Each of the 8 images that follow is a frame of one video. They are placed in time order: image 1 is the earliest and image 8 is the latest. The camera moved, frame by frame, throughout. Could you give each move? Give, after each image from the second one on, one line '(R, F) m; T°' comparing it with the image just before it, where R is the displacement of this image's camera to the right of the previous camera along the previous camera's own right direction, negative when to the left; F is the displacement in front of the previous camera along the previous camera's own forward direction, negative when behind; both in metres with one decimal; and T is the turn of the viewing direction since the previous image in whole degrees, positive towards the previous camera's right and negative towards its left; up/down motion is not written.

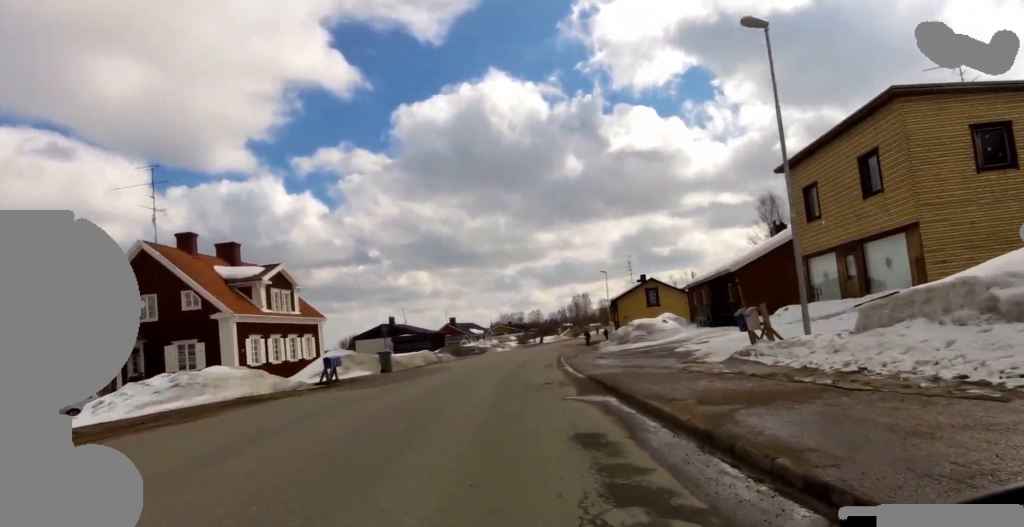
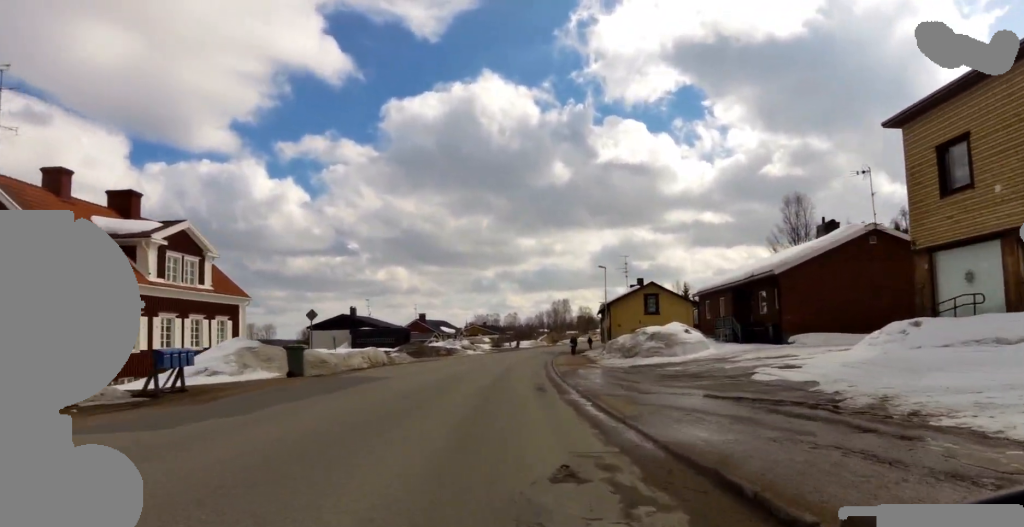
(0.0, +9.5) m; 0°
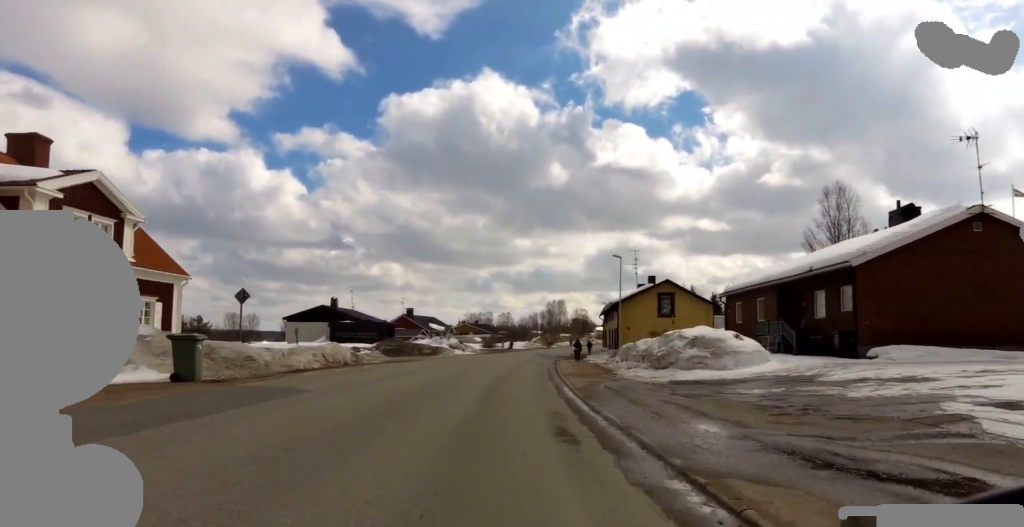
(0.0, +6.9) m; 0°
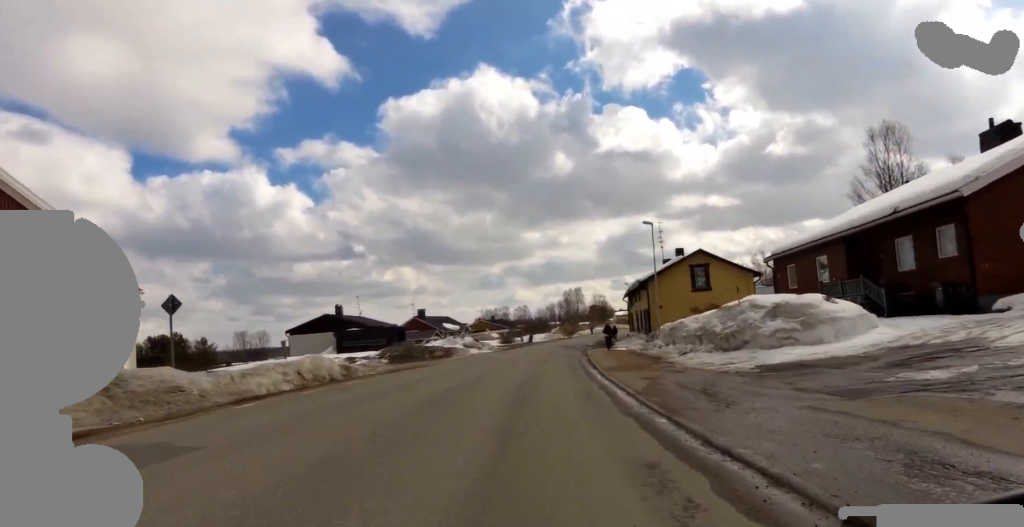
(0.0, +5.2) m; 0°
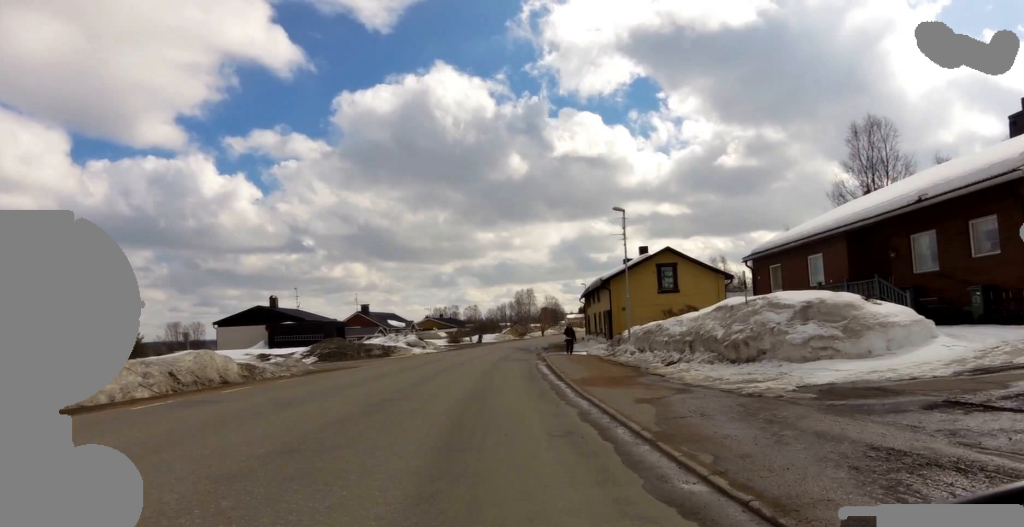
(0.0, +4.3) m; 0°
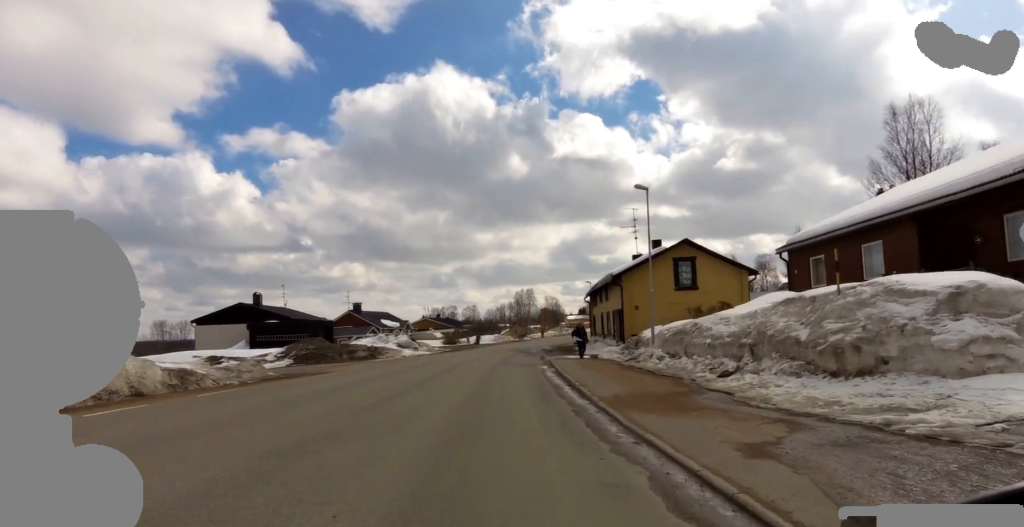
(0.0, +4.0) m; 0°
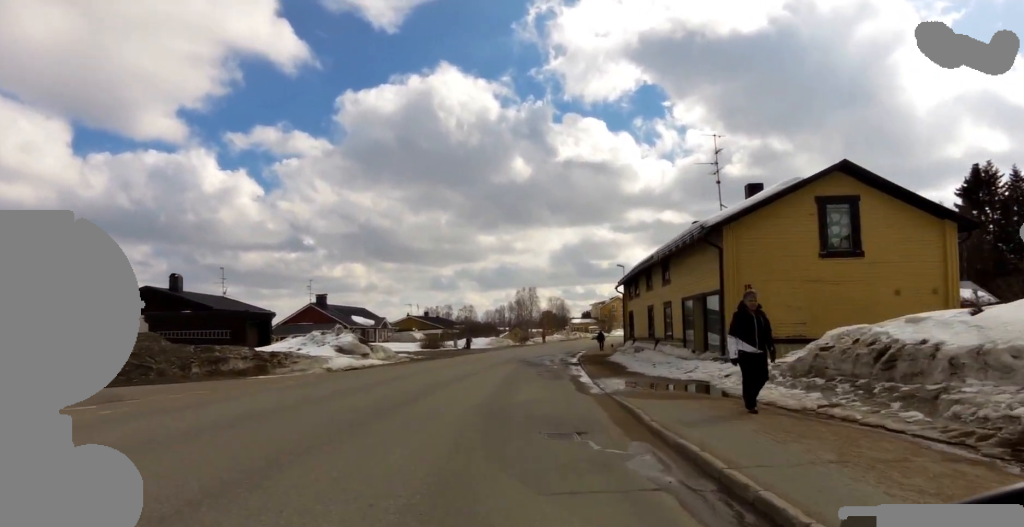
(0.0, +16.5) m; +2°
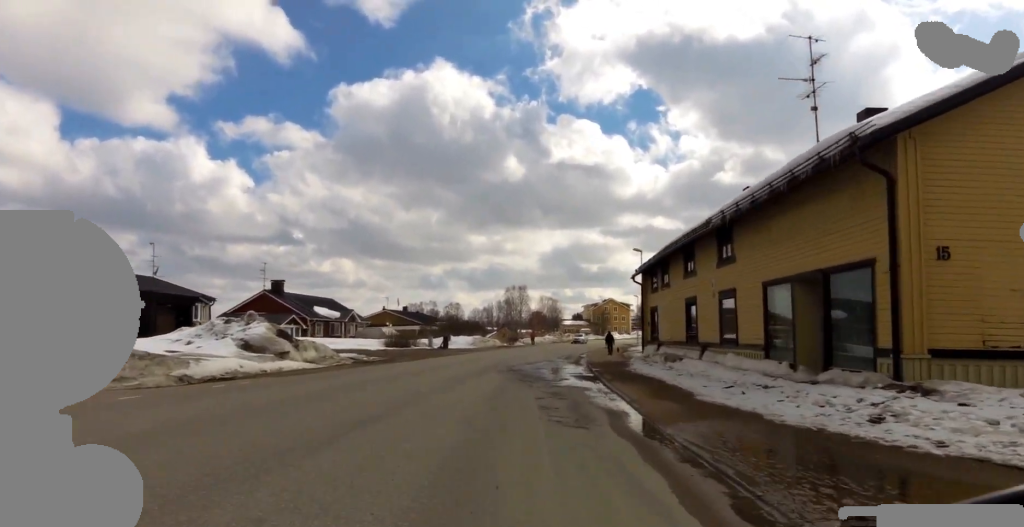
(+0.3, +9.3) m; +2°
